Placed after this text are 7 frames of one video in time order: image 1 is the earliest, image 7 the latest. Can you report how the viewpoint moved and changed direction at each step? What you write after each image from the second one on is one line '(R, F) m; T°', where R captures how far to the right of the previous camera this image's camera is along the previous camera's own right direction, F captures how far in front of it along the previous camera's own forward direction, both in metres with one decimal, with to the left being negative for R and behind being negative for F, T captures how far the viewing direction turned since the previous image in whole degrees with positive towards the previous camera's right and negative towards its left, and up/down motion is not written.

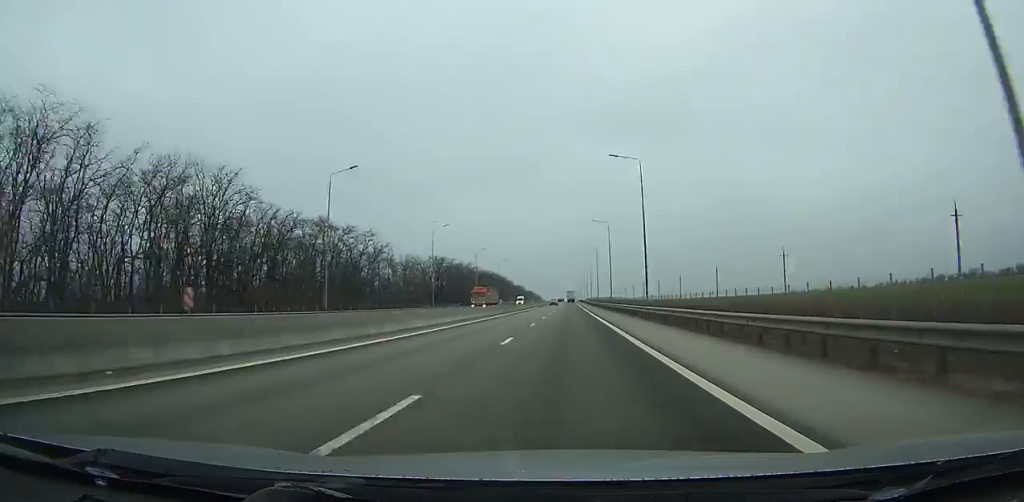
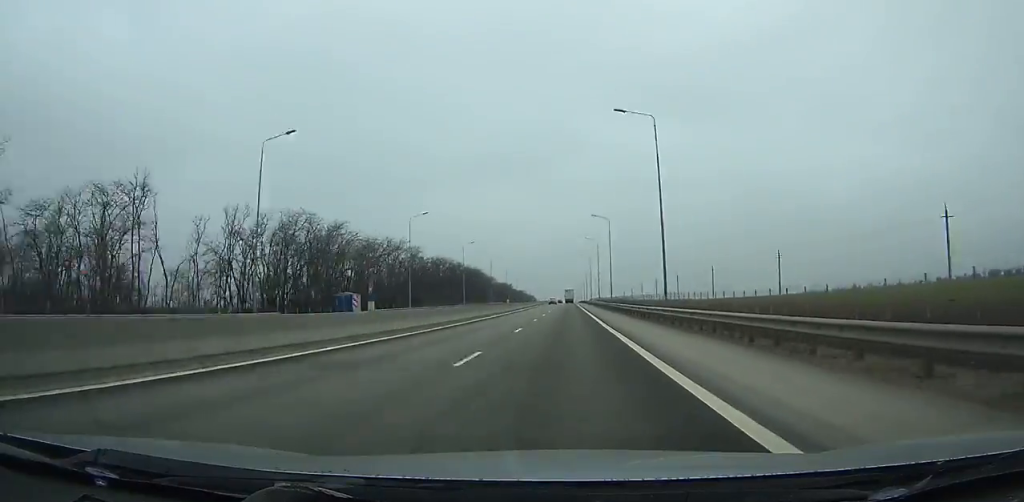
(-0.1, +89.7) m; 0°
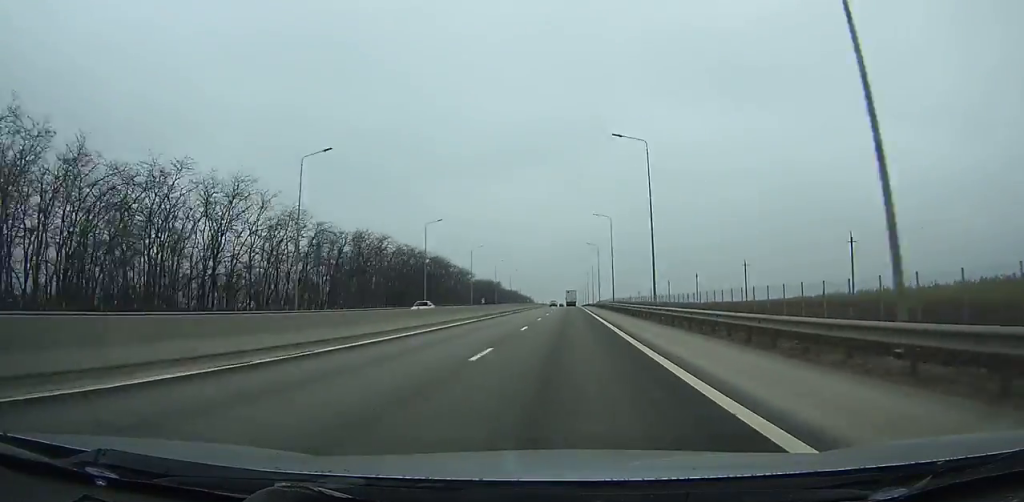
(-0.1, +71.3) m; 0°
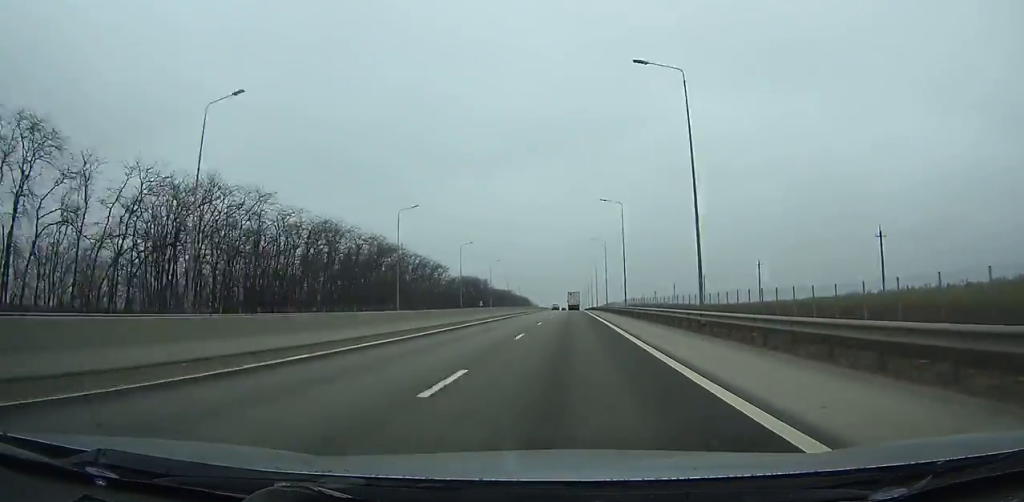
(0.0, +52.8) m; 0°
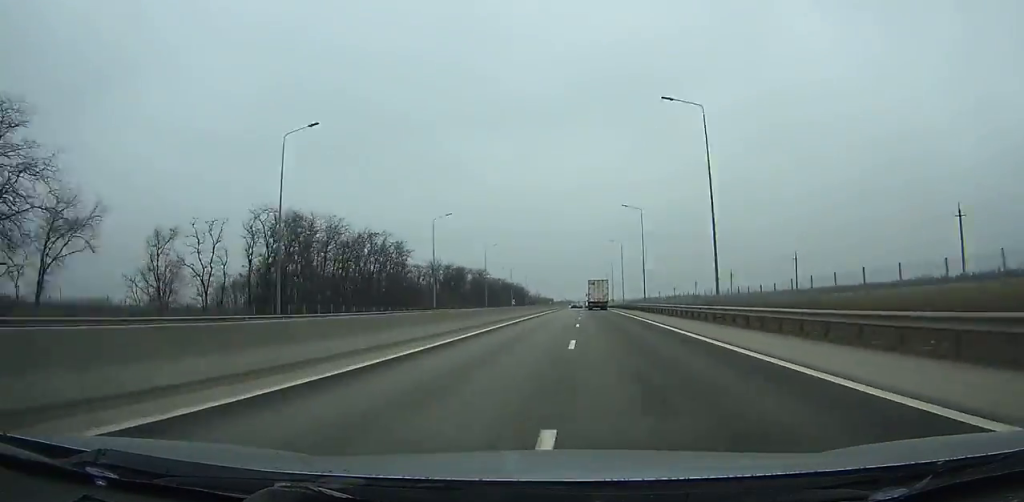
(-1.0, +150.4) m; 0°
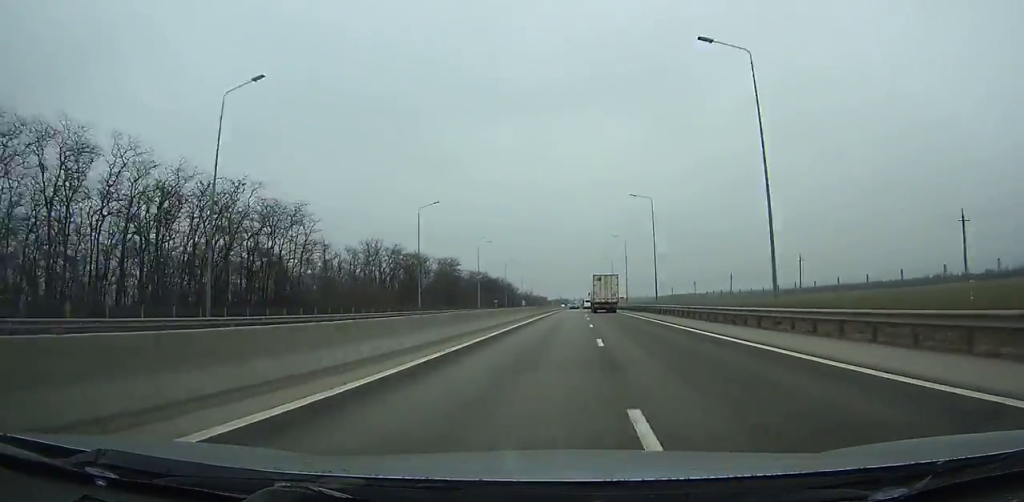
(0.0, +47.4) m; 0°
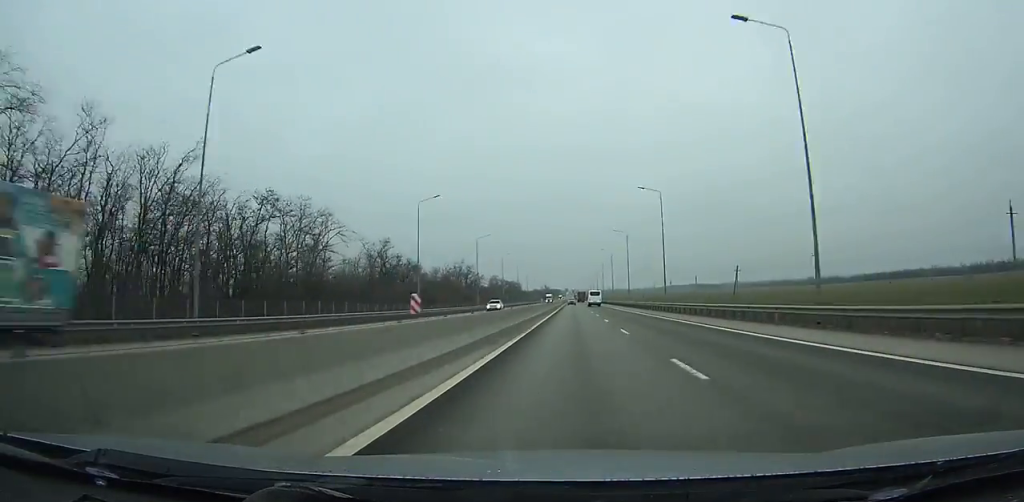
(+1.9, +237.7) m; +1°
